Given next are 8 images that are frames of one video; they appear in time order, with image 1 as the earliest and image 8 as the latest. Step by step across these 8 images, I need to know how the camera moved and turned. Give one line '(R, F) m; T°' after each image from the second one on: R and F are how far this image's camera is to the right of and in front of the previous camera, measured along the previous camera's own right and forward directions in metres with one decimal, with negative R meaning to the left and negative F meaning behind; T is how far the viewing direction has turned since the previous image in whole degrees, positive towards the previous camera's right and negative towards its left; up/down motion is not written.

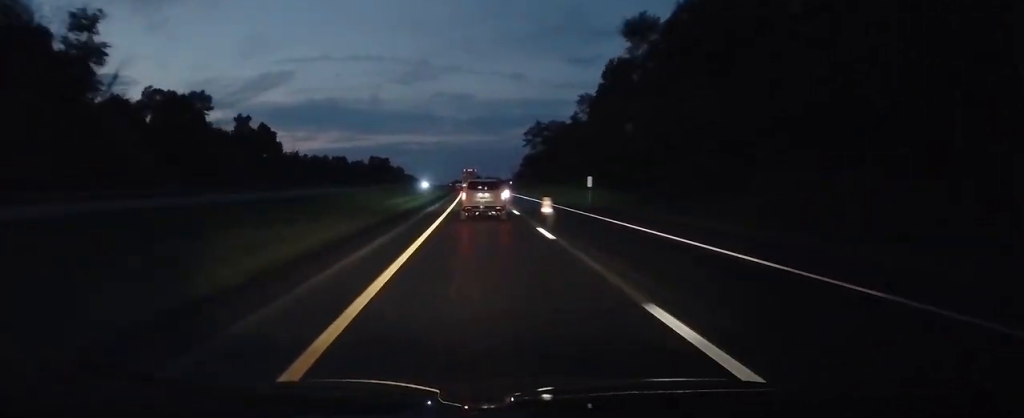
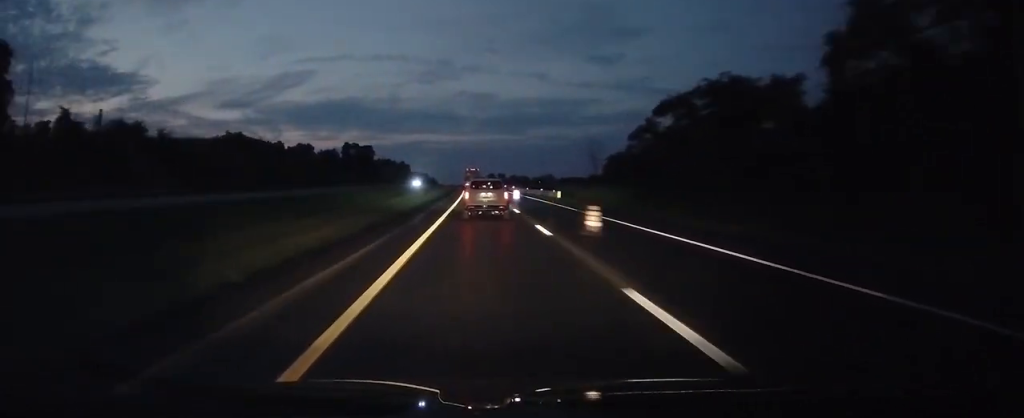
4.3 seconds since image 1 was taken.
(-2.4, +122.8) m; -1°
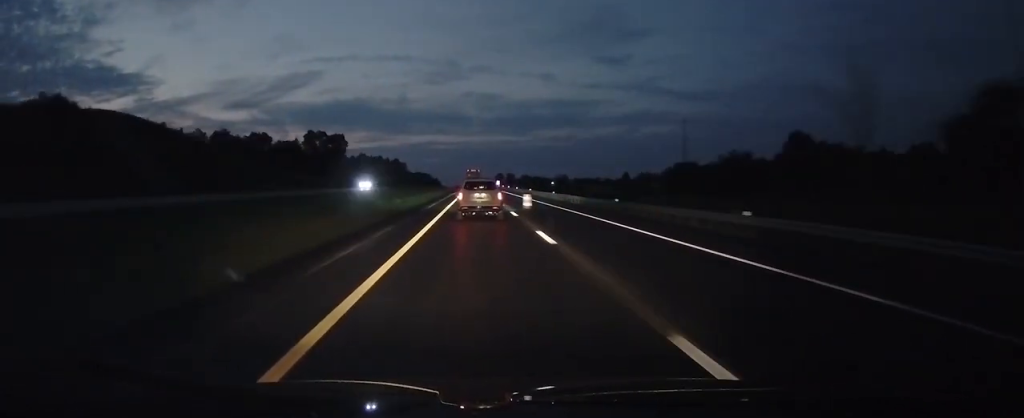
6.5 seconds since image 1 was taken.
(-0.1, +69.5) m; 0°
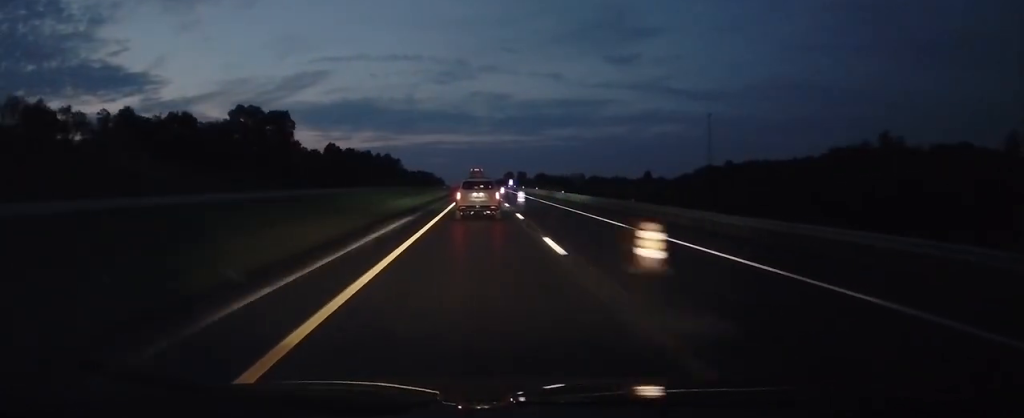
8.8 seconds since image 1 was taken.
(-0.3, +59.0) m; 0°
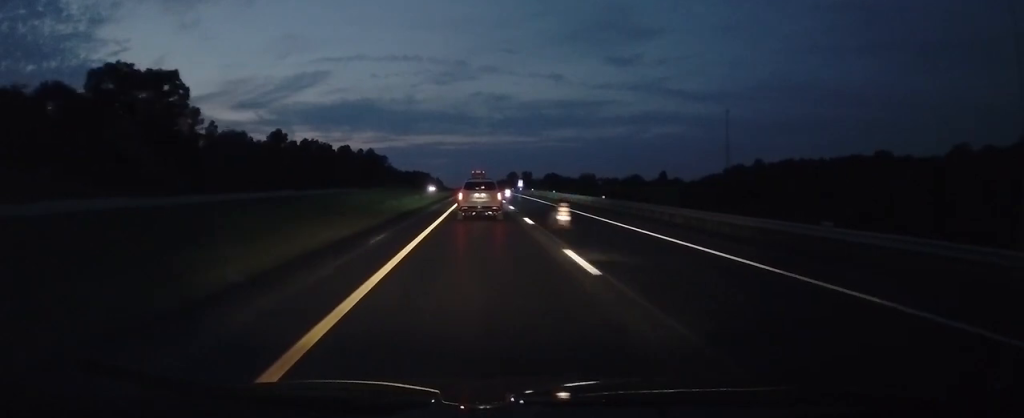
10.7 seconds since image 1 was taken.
(-0.1, +46.1) m; 0°
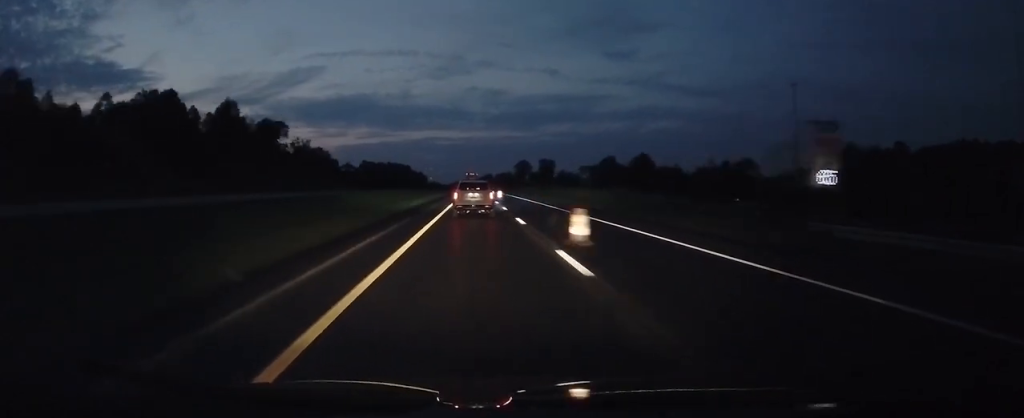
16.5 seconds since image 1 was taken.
(-0.6, +153.7) m; 0°
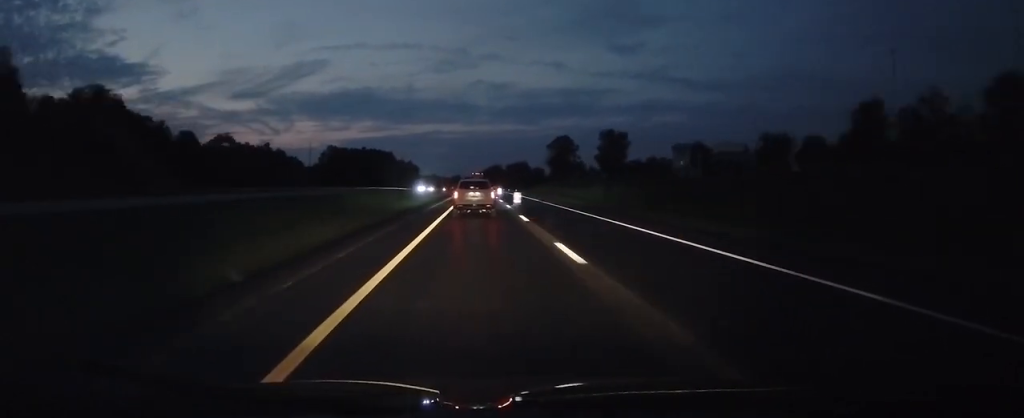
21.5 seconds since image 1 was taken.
(0.0, +129.7) m; 0°
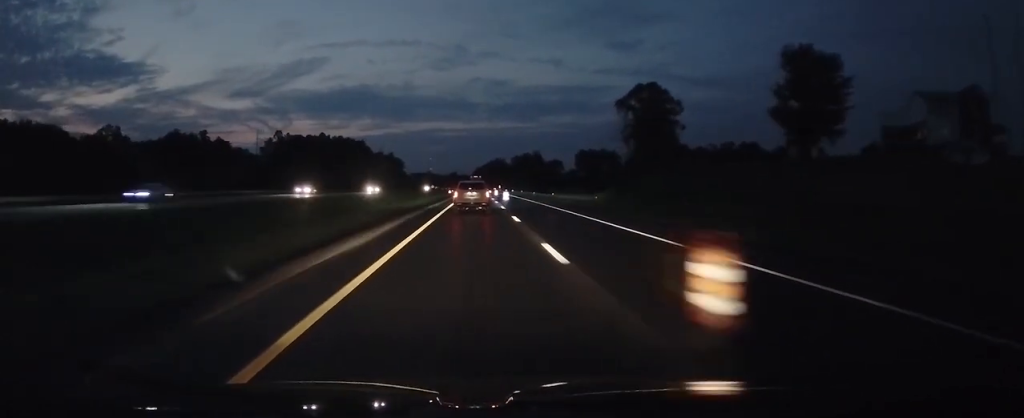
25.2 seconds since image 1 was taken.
(0.0, +98.7) m; 0°
